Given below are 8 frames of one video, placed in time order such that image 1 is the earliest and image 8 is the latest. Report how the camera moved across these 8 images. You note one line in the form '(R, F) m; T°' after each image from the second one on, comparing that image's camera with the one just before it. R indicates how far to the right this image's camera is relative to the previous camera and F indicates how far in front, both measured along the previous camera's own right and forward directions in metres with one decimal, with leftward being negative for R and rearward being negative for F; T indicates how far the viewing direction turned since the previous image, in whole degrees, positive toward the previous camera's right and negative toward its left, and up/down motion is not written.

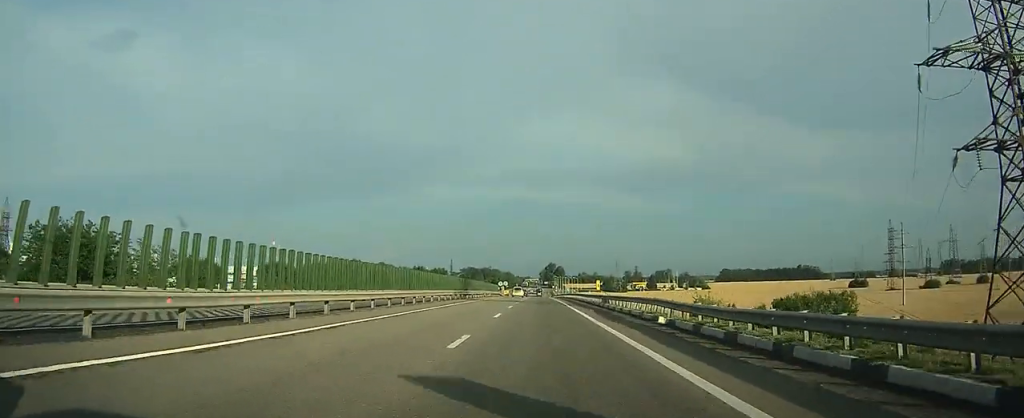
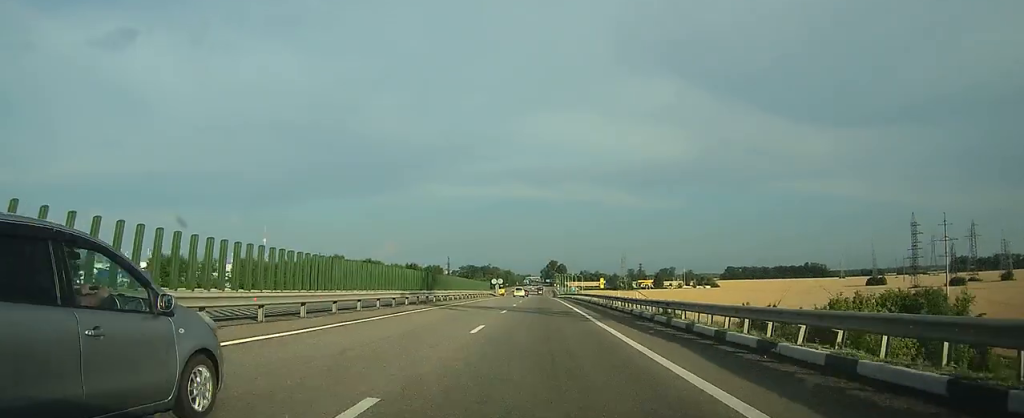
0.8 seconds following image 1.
(-0.1, +22.9) m; 0°
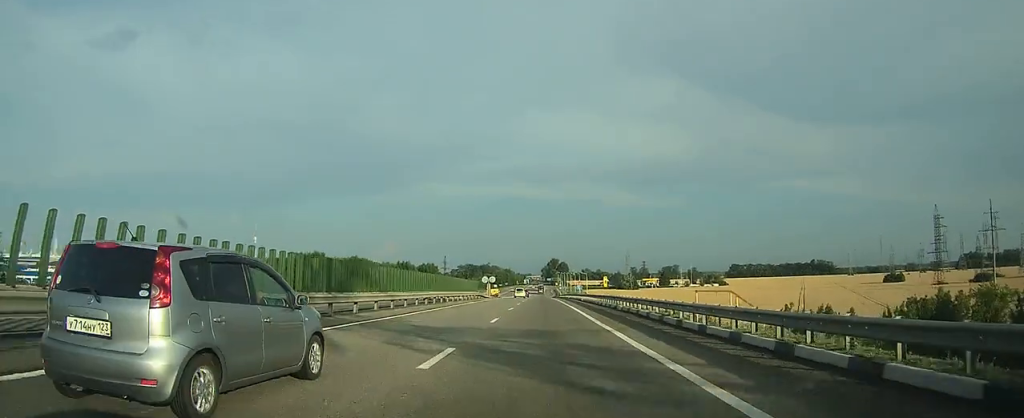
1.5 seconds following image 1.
(0.0, +20.1) m; 0°
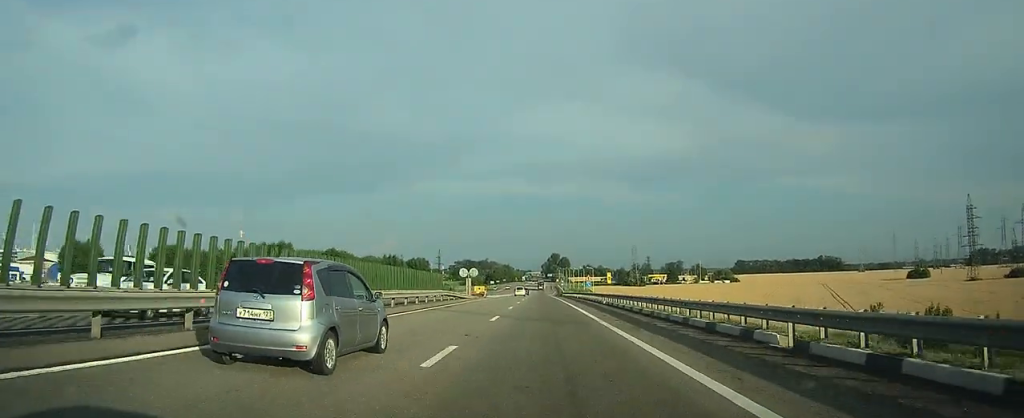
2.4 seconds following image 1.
(0.0, +25.0) m; 0°
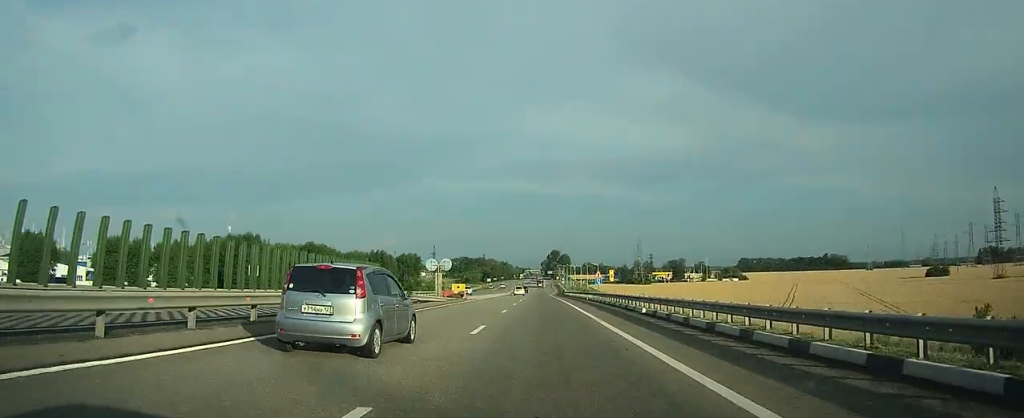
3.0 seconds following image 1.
(0.0, +18.0) m; 0°
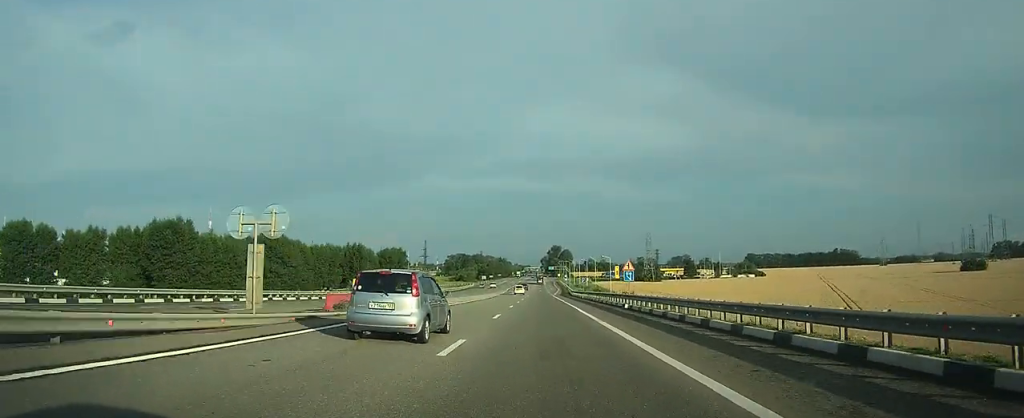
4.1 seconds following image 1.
(0.0, +28.2) m; 0°
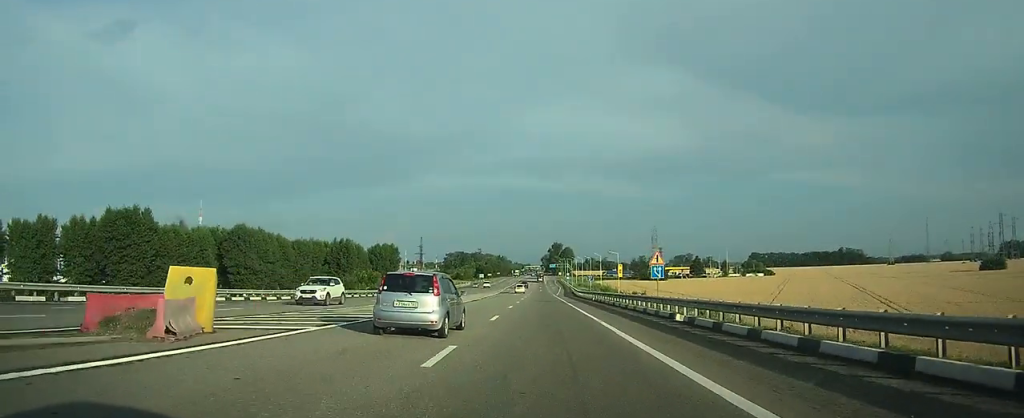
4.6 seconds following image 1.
(0.0, +13.2) m; 0°
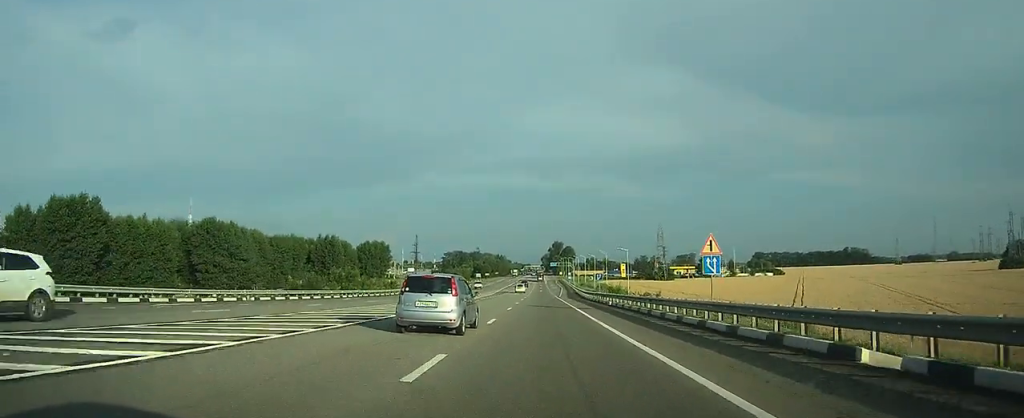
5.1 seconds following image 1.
(0.0, +13.2) m; 0°
